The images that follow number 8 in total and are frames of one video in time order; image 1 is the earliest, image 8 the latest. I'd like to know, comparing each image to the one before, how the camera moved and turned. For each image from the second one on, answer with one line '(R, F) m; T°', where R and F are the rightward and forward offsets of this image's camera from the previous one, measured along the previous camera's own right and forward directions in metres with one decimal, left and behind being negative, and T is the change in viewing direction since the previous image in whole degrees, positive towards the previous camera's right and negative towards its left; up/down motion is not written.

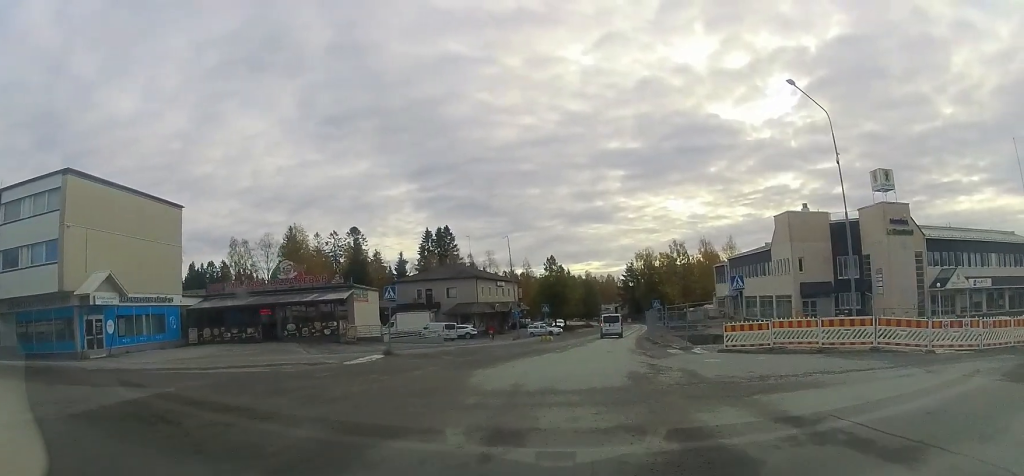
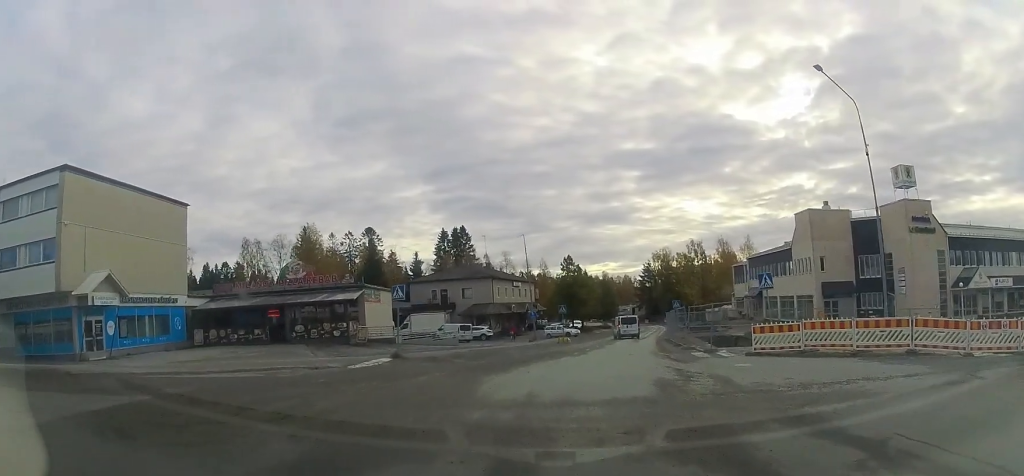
(0.0, +1.4) m; -3°
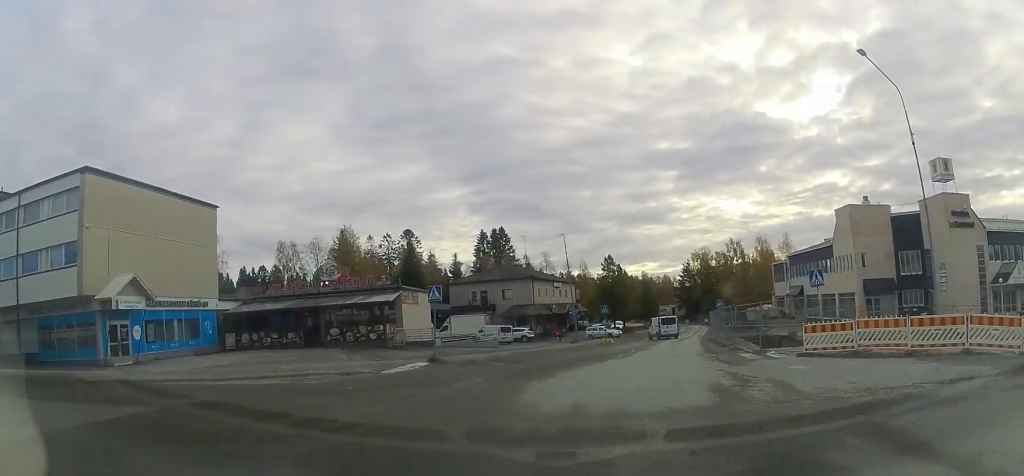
(-0.1, +1.2) m; -8°
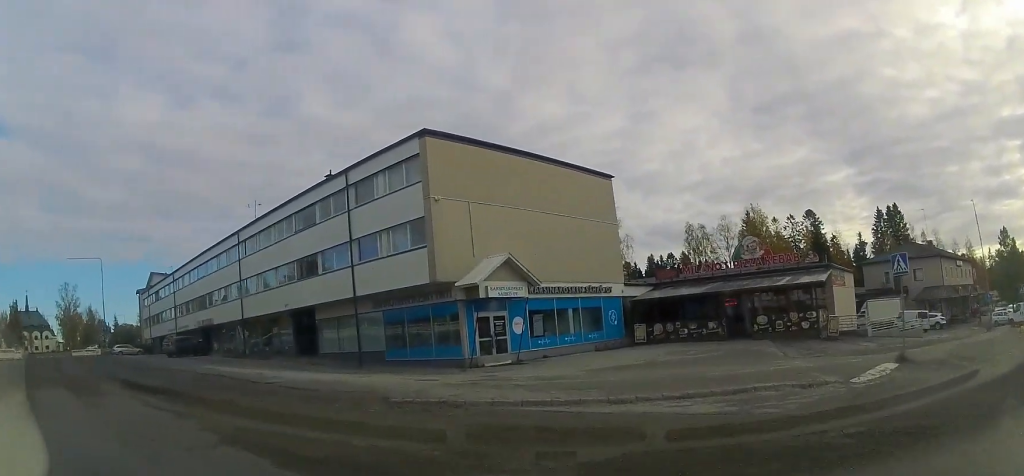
(-1.5, +5.2) m; -32°
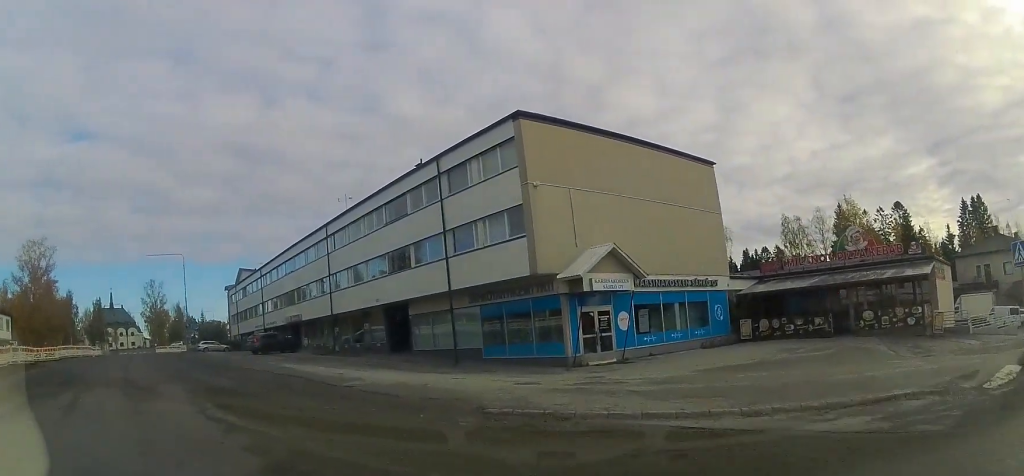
(+0.2, +1.4) m; -11°
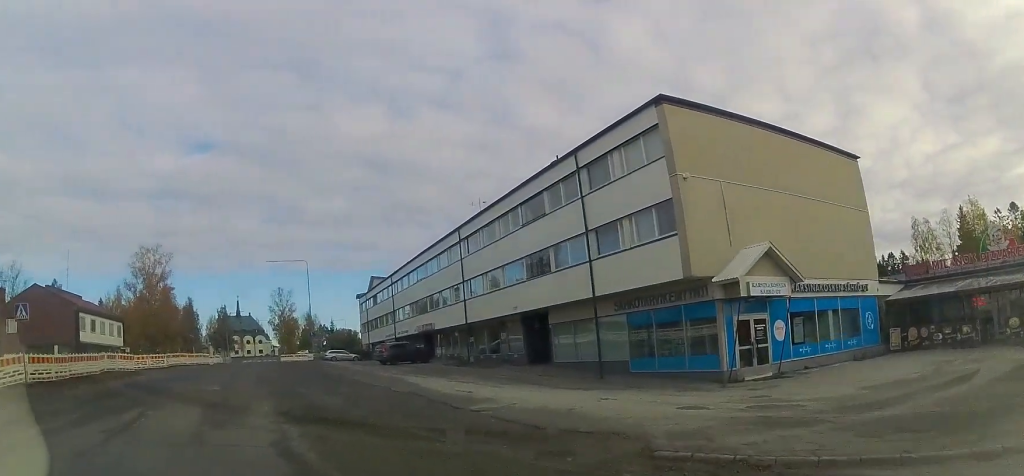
(-0.3, +2.1) m; -15°
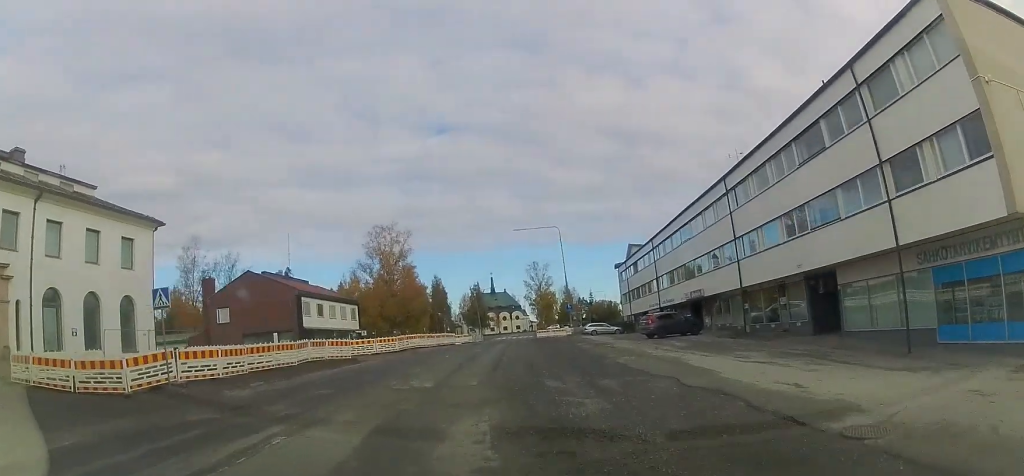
(-1.4, +4.6) m; -24°
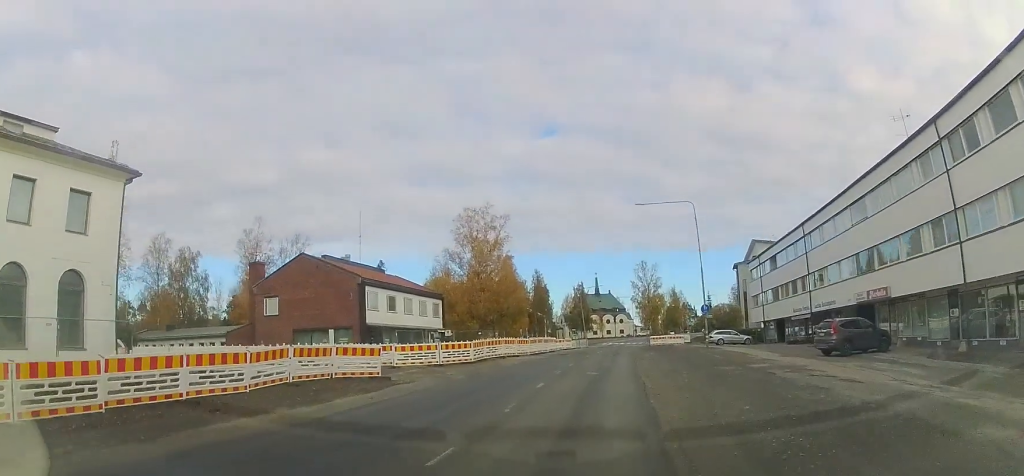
(-1.9, +10.6) m; -13°
